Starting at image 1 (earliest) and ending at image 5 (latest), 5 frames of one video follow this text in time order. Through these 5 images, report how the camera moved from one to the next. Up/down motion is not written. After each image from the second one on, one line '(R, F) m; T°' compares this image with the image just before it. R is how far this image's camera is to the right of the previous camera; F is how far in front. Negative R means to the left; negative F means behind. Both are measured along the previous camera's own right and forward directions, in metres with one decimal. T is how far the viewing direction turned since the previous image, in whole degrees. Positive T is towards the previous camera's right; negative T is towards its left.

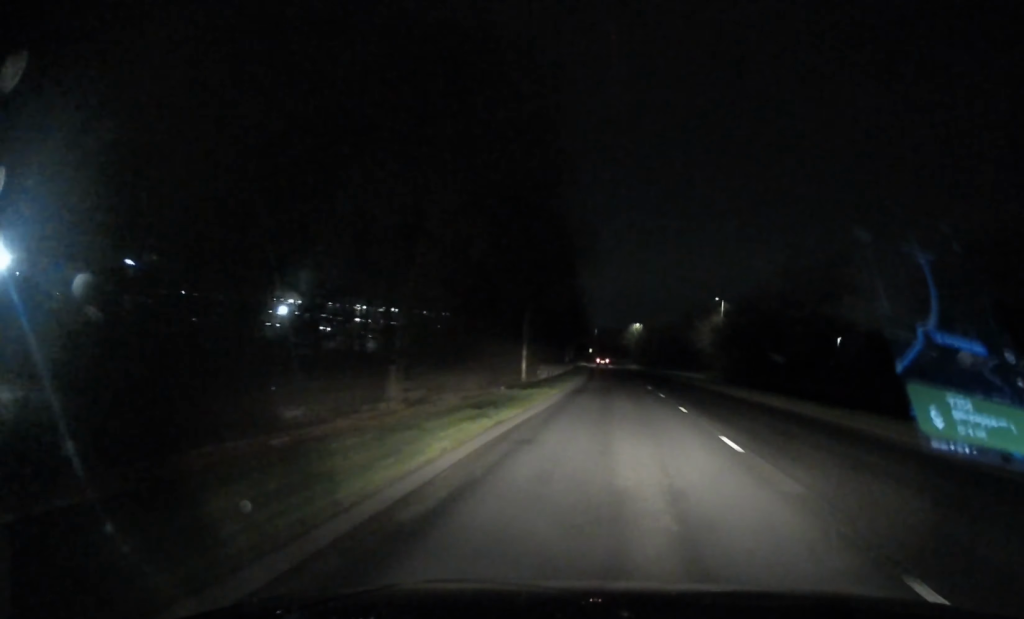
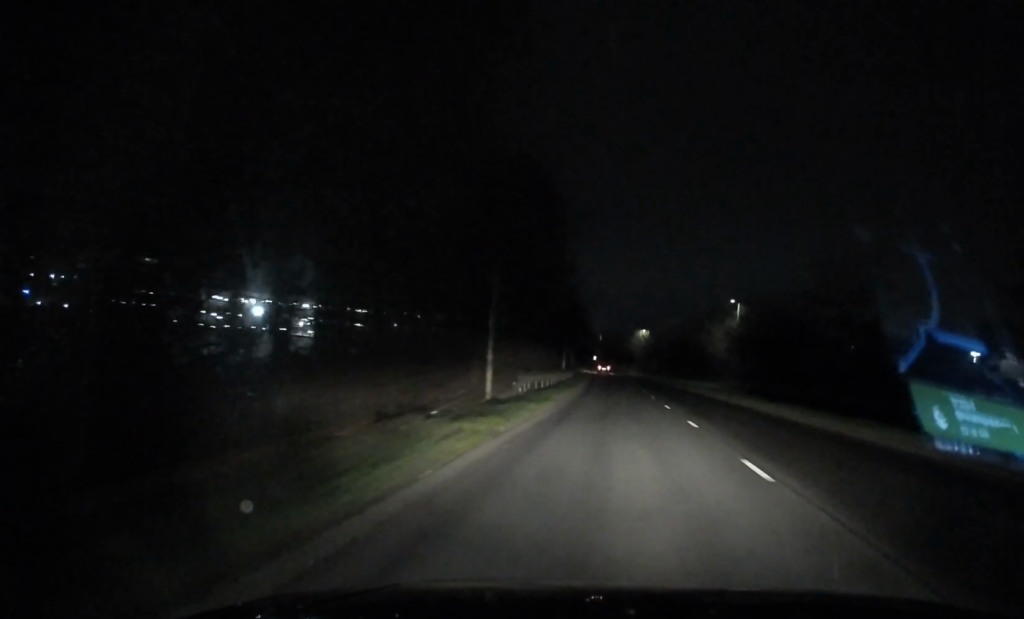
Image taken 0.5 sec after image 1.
(0.0, +10.8) m; 0°
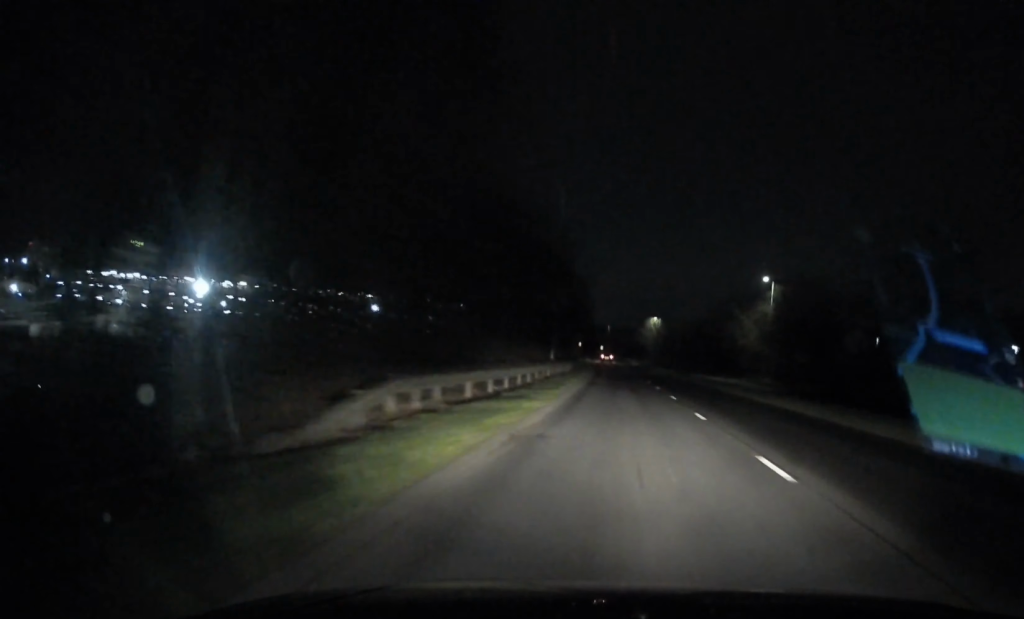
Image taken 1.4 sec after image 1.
(0.0, +18.3) m; 0°
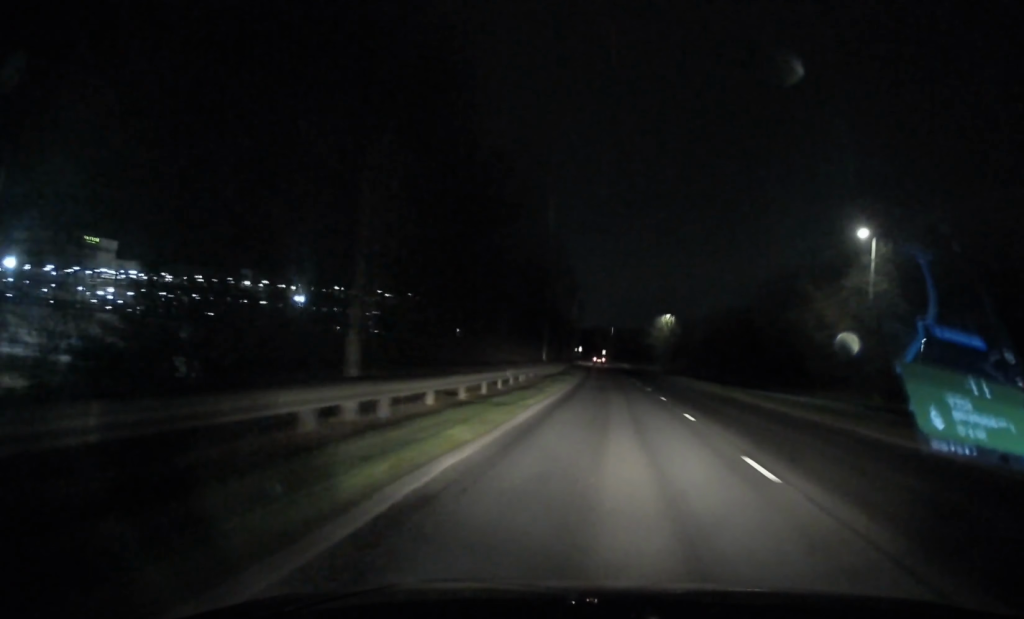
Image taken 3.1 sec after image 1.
(0.0, +35.6) m; -1°
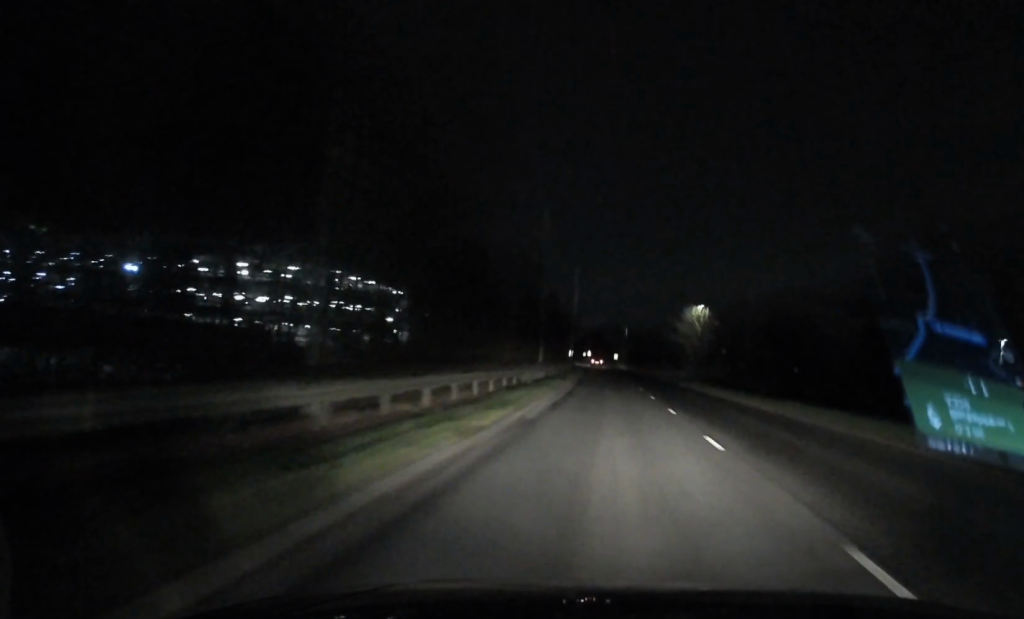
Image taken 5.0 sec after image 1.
(-0.5, +40.4) m; -1°
